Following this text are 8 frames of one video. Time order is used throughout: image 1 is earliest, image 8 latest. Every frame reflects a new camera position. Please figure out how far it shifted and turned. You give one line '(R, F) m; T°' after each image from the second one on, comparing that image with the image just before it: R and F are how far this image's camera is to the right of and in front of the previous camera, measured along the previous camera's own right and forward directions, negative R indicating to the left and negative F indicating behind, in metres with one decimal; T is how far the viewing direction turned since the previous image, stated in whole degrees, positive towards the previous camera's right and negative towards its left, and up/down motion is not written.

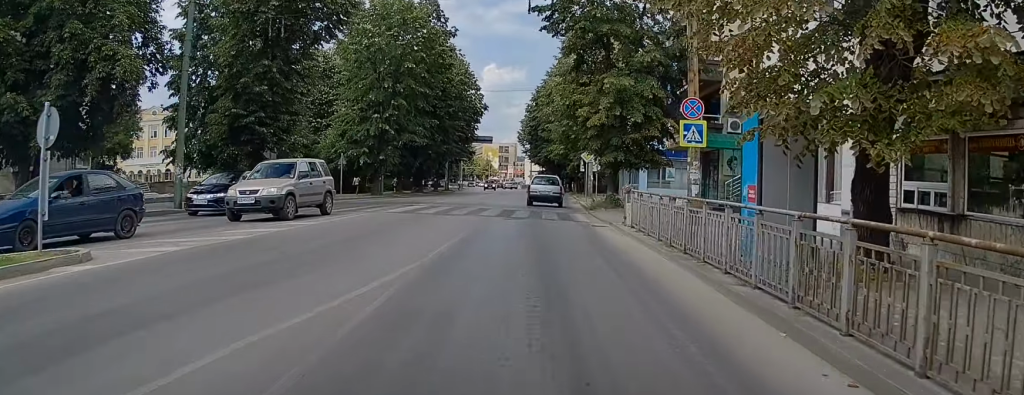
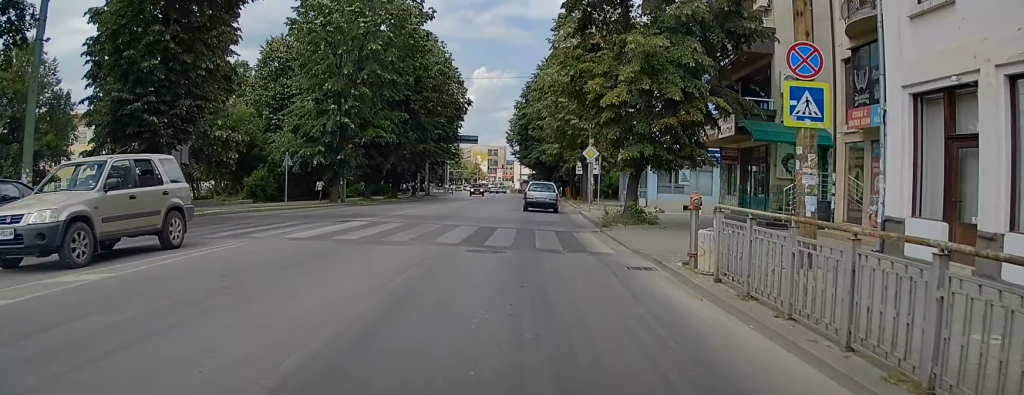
(+0.1, +8.8) m; +1°
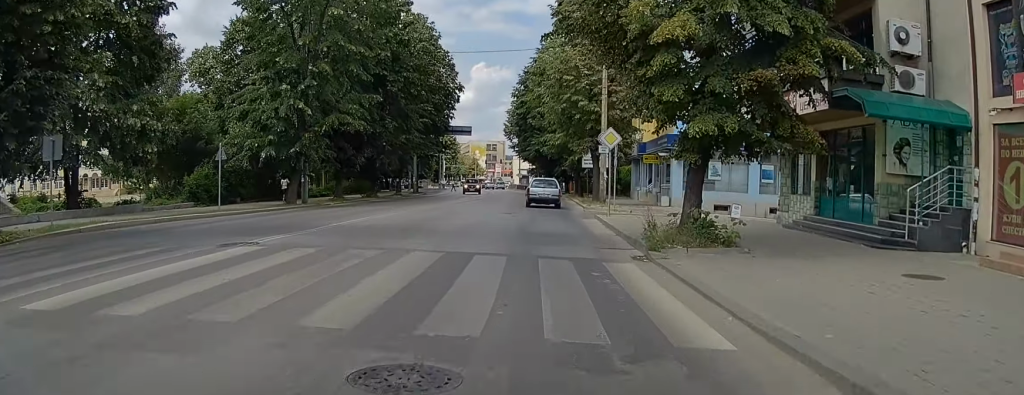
(+0.1, +8.4) m; +2°
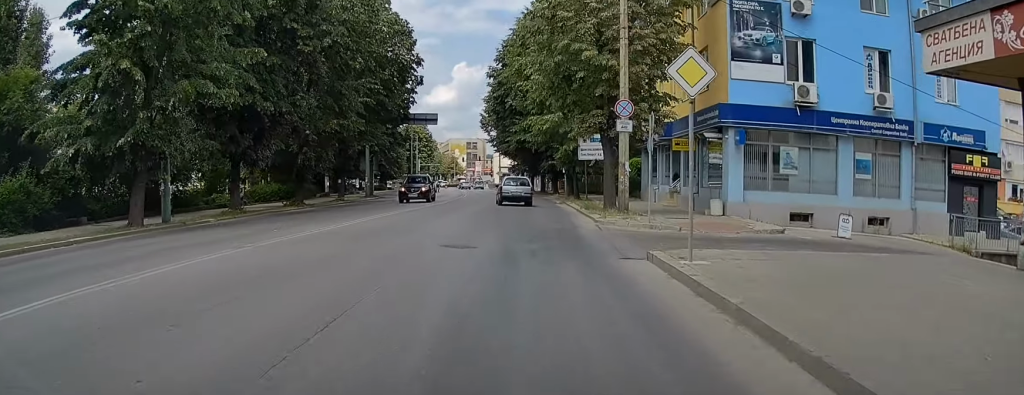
(+0.5, +14.5) m; 0°
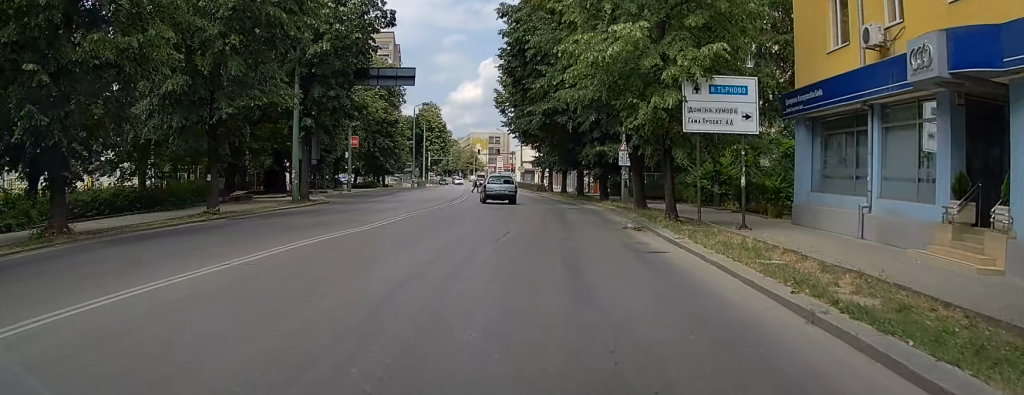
(-2.3, +24.3) m; -5°
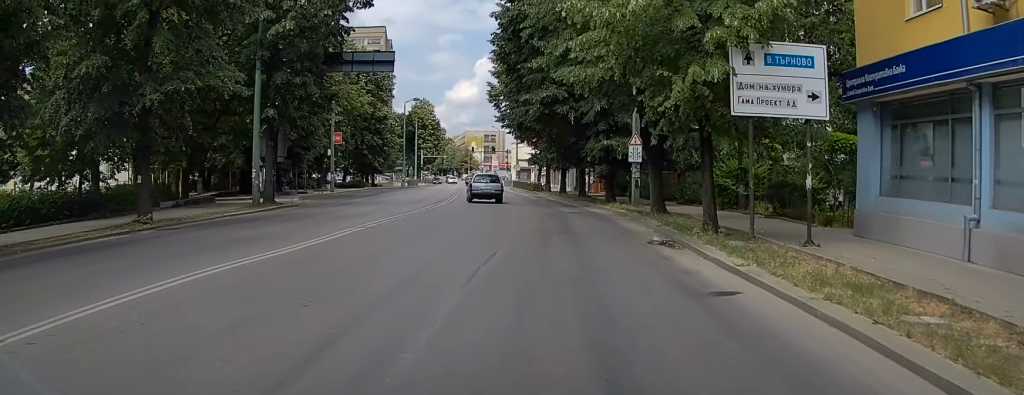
(0.0, +5.0) m; +2°
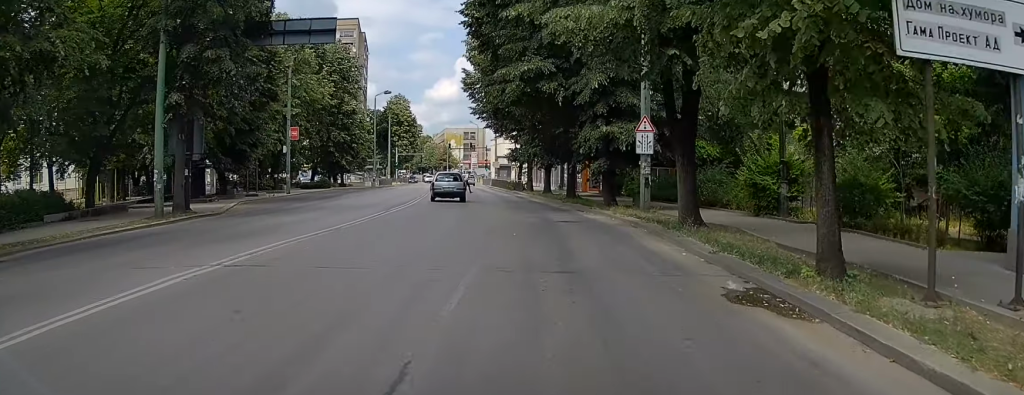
(+0.3, +7.3) m; +1°
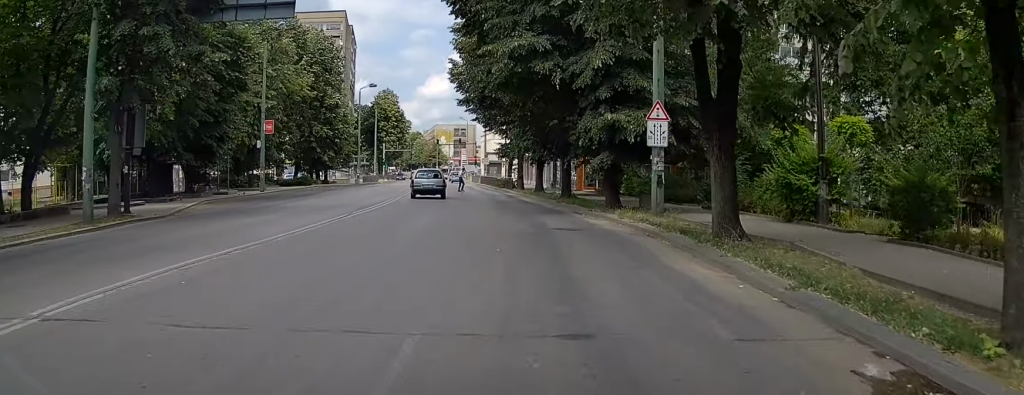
(0.0, +3.9) m; -1°
